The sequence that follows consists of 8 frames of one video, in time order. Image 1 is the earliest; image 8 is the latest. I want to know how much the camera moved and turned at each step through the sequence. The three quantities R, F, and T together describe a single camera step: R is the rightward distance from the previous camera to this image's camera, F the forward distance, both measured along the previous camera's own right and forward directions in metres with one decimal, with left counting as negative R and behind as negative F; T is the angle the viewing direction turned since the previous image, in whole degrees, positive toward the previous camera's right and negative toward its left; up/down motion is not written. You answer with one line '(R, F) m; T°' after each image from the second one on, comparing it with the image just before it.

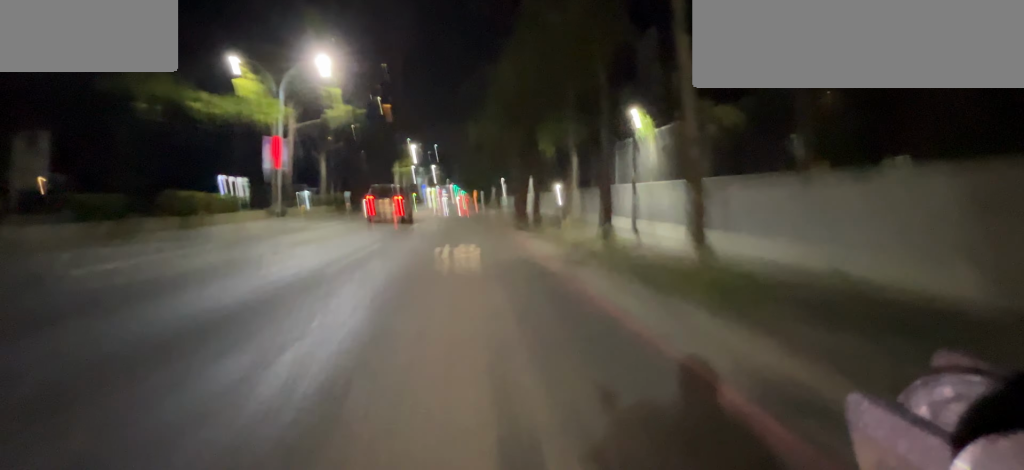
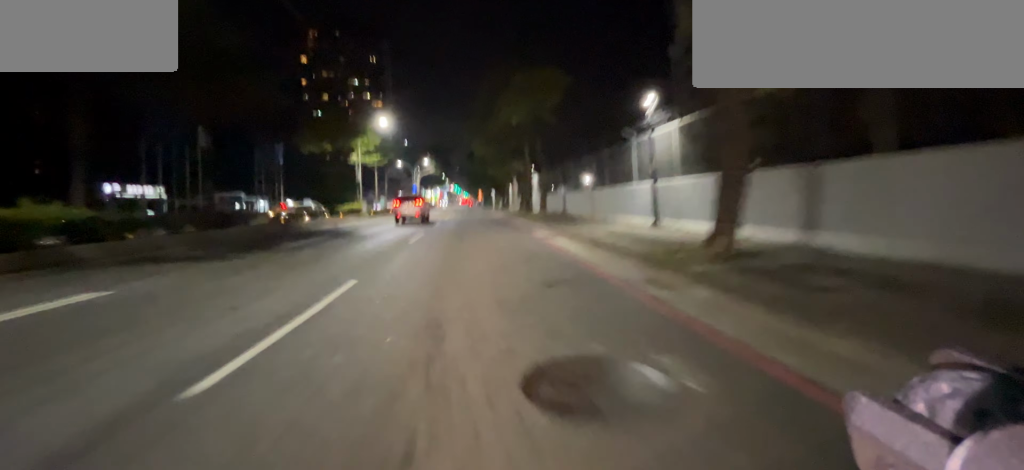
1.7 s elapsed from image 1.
(+0.1, +23.9) m; +1°
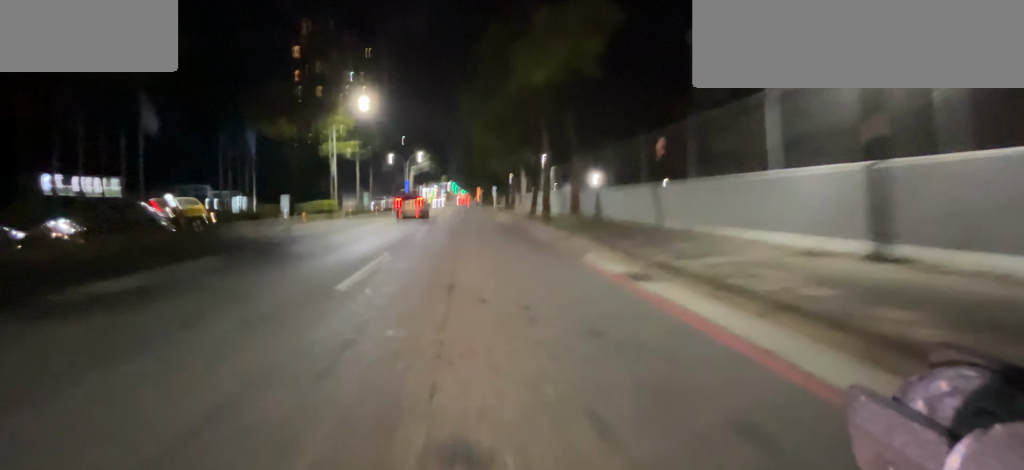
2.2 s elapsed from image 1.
(0.0, +6.8) m; 0°
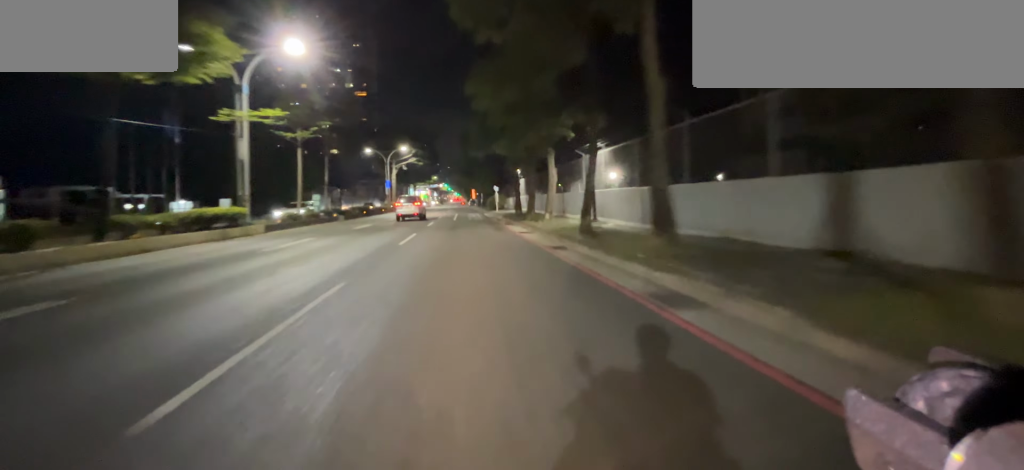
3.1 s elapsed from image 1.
(0.0, +12.3) m; 0°
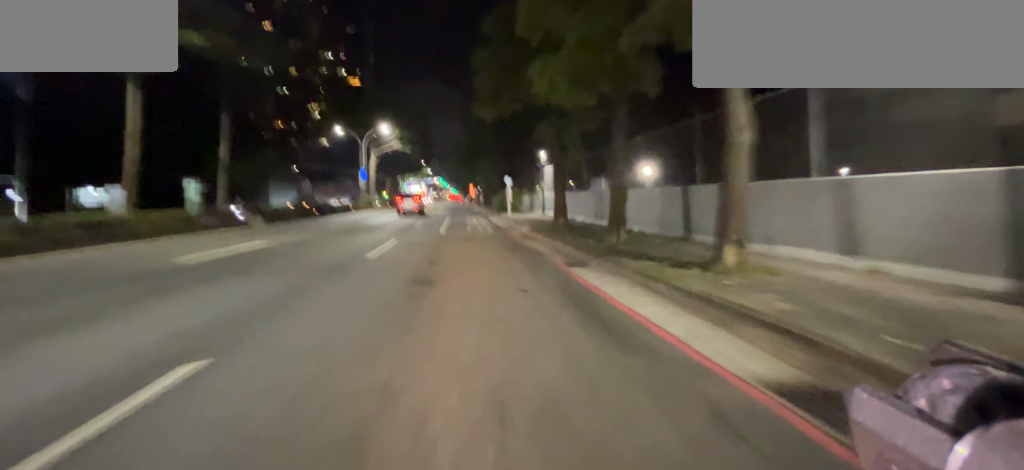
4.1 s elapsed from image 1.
(0.0, +13.2) m; 0°
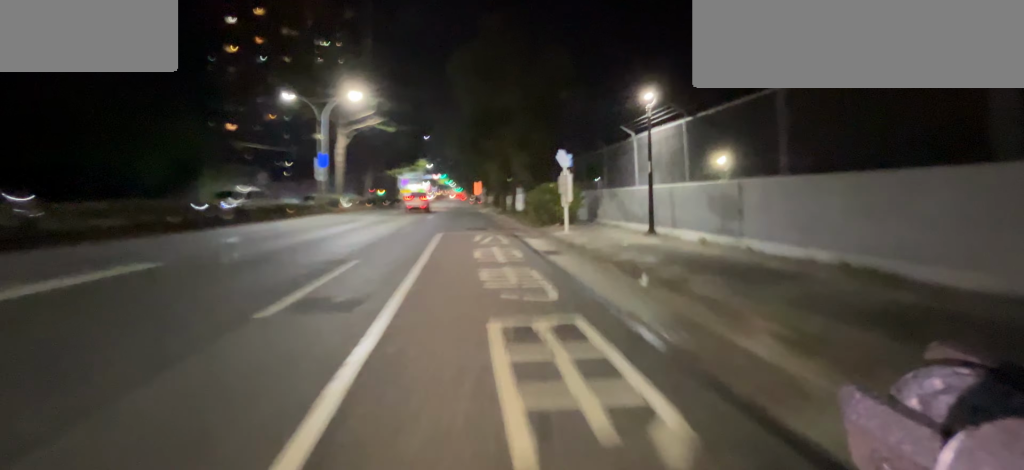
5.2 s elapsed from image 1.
(0.0, +14.5) m; 0°
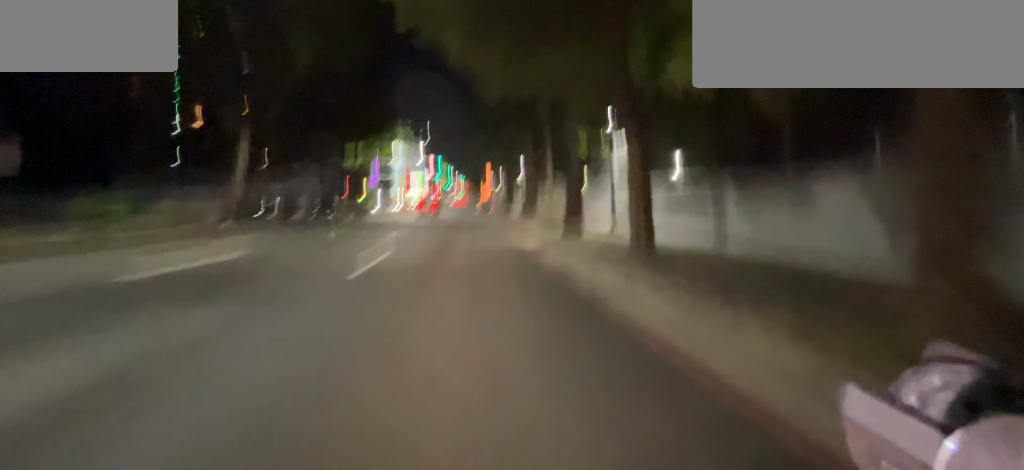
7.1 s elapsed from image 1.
(-0.1, +27.1) m; -1°
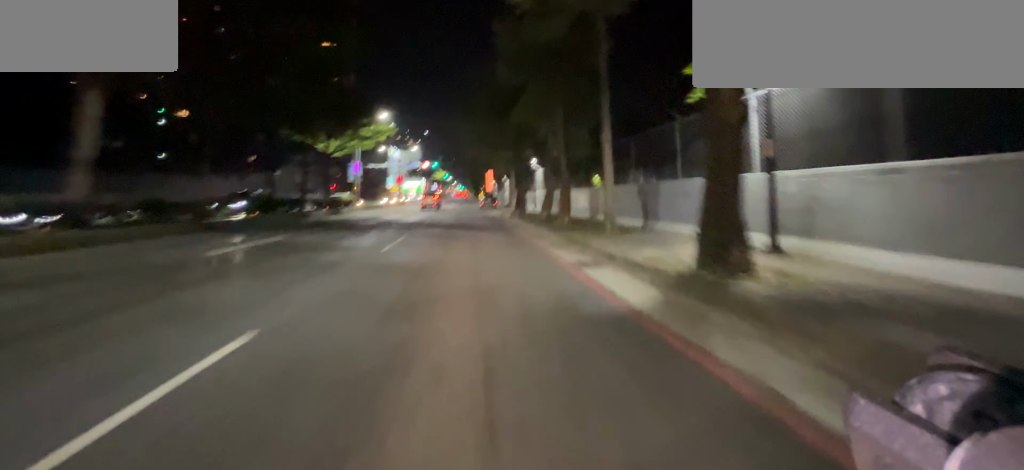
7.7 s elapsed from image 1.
(-0.1, +8.0) m; 0°
